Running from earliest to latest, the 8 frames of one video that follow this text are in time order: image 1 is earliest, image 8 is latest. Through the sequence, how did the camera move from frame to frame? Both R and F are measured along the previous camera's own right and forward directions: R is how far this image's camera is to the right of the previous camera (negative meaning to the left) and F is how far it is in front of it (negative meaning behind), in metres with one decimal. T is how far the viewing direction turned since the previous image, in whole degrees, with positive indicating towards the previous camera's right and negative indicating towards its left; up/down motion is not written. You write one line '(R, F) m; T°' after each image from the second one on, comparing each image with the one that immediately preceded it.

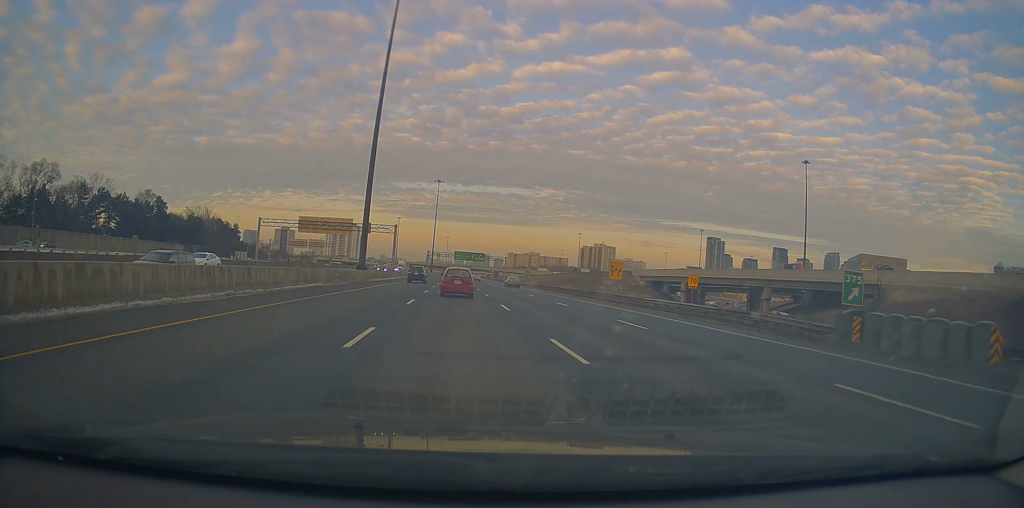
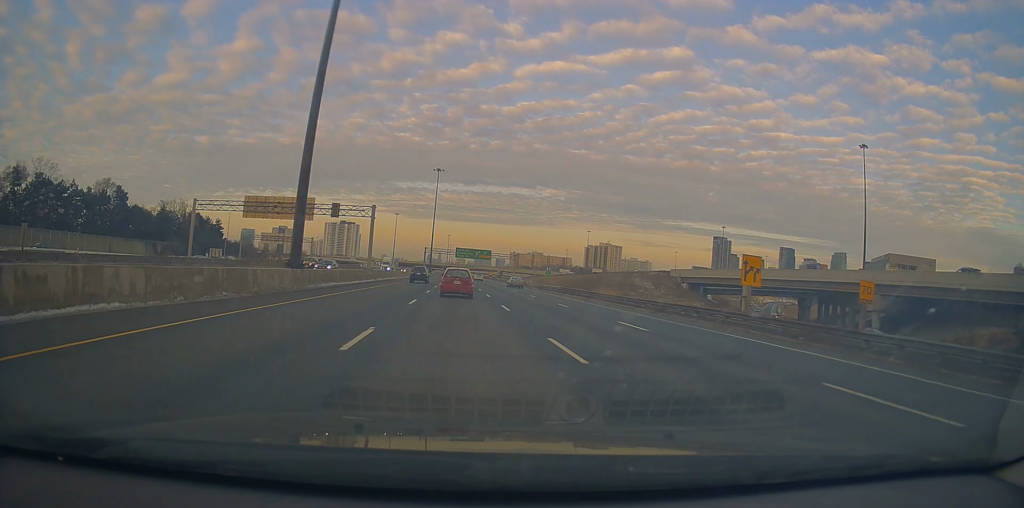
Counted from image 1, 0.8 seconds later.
(-0.4, +24.0) m; 0°
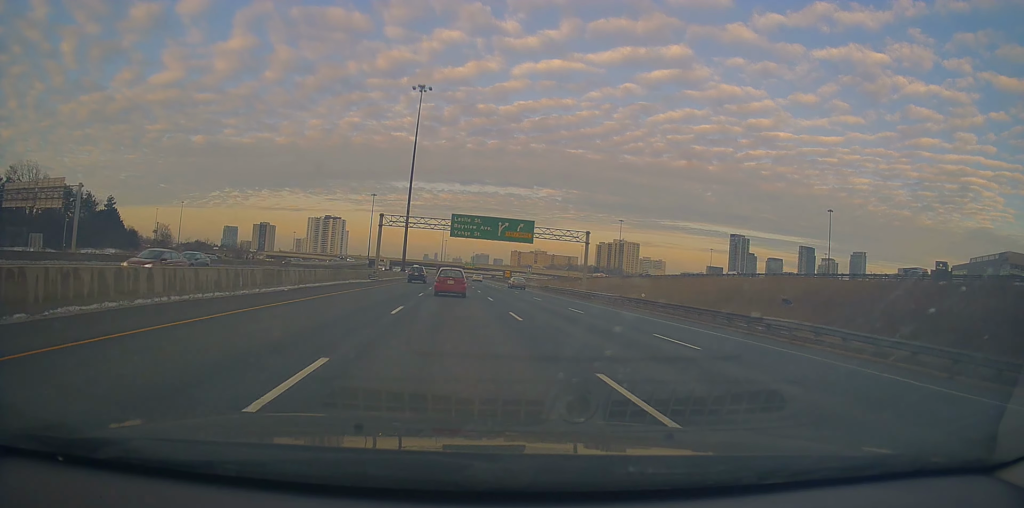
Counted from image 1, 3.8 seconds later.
(+0.2, +88.5) m; 0°
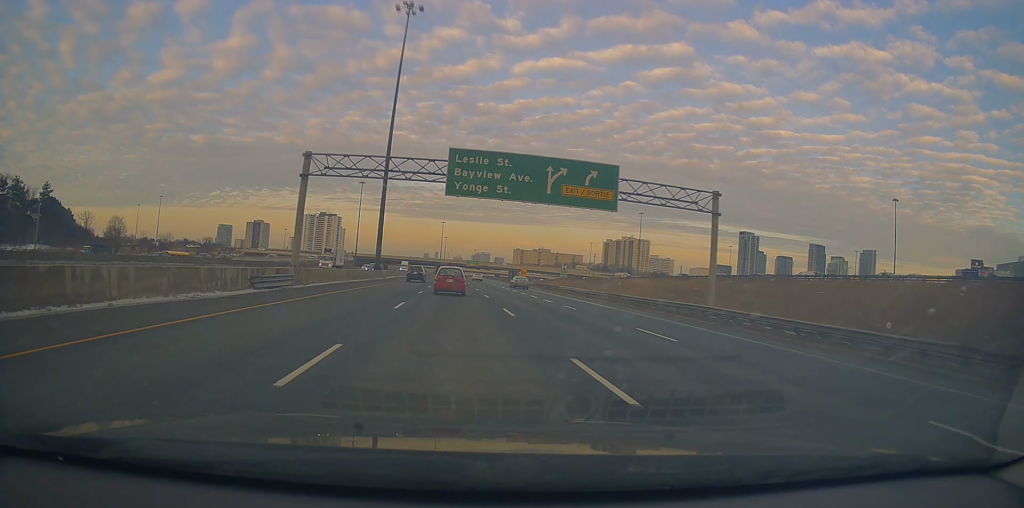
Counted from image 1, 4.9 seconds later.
(-0.5, +34.5) m; 0°
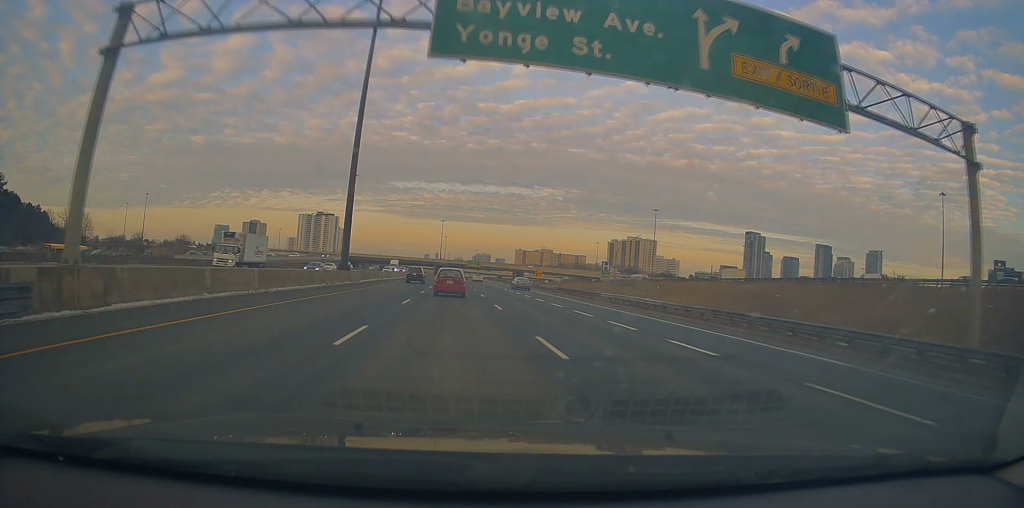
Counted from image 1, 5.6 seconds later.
(+0.4, +20.8) m; +1°
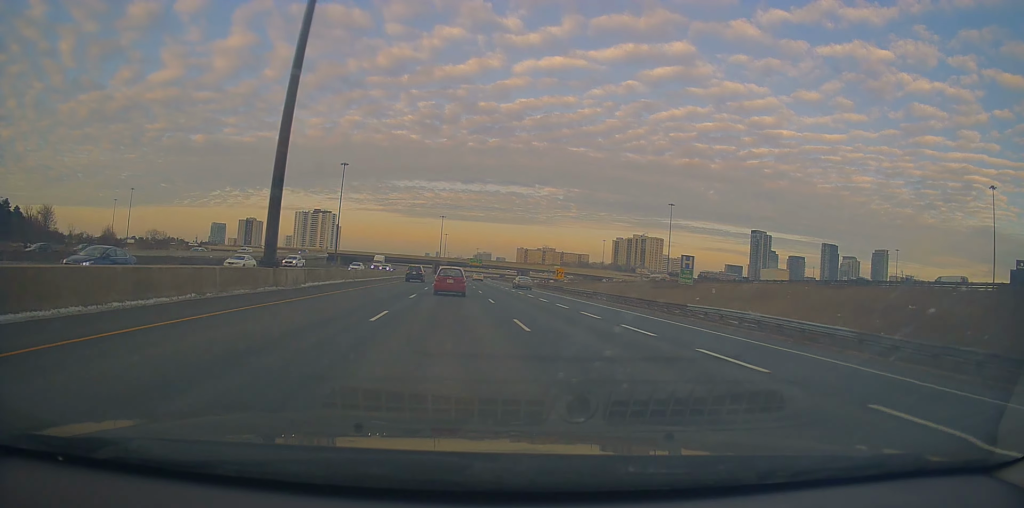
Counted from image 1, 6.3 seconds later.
(+0.1, +19.7) m; 0°
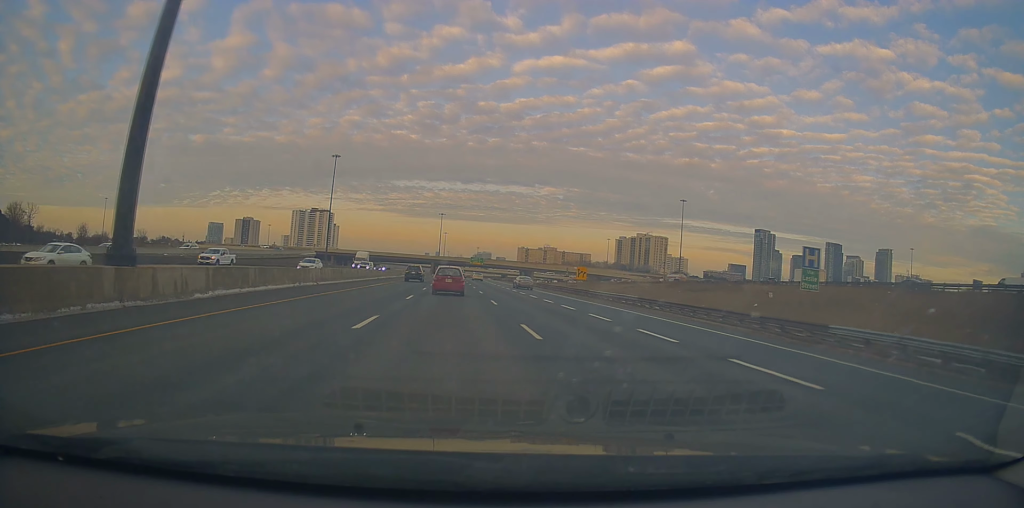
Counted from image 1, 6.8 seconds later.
(0.0, +13.8) m; 0°
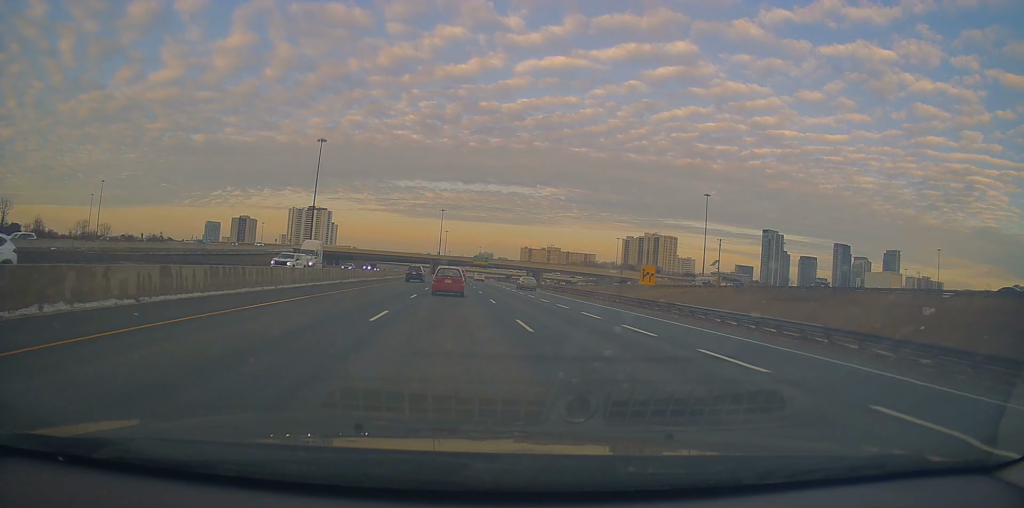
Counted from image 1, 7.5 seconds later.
(0.0, +22.5) m; 0°
